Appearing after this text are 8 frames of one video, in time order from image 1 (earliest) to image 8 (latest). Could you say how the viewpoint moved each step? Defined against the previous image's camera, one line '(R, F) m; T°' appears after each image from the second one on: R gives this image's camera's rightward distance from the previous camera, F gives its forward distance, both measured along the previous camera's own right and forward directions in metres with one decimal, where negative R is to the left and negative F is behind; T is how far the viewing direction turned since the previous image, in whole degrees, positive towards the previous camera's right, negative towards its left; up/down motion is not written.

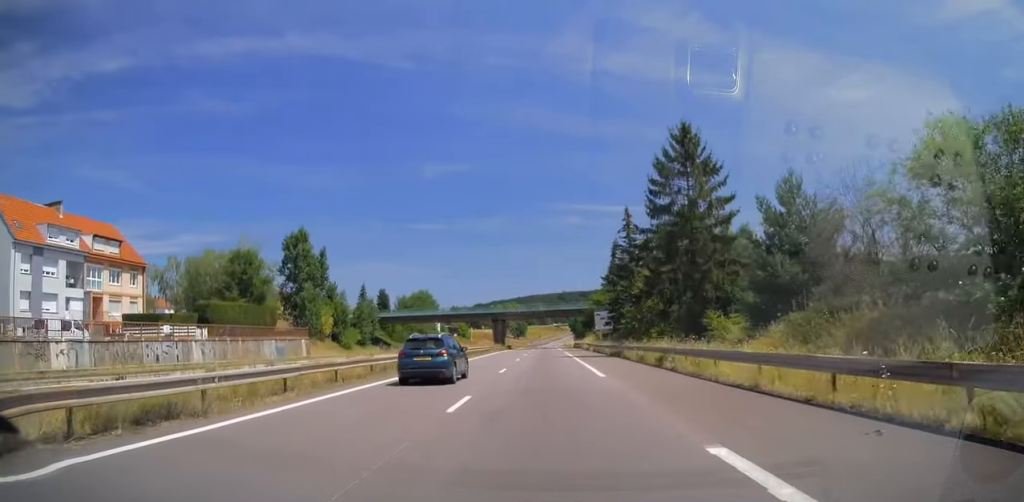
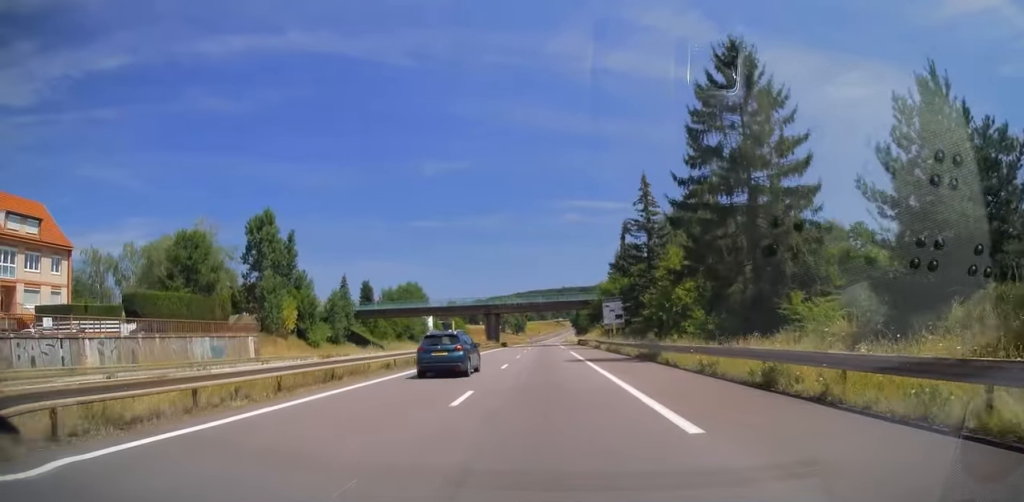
(0.0, +12.3) m; 0°
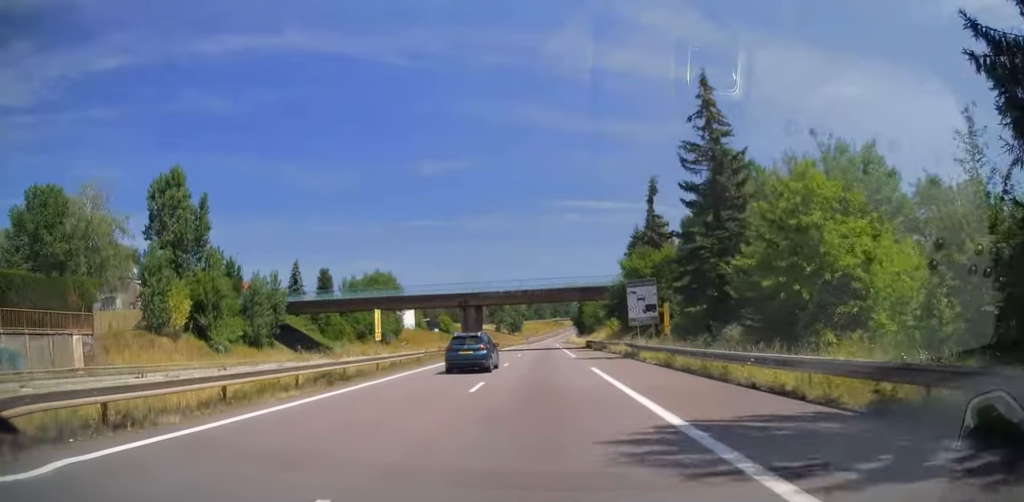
(+0.1, +22.7) m; +1°
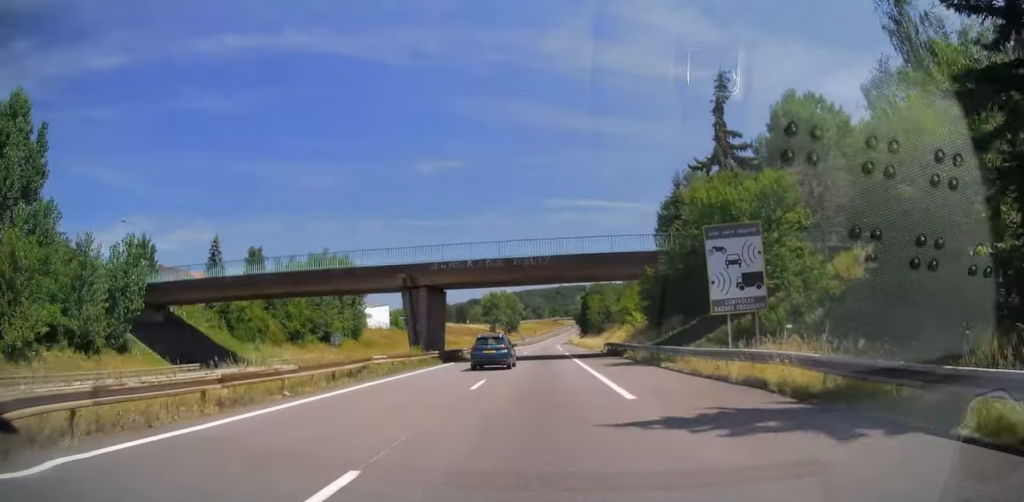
(+0.2, +24.6) m; 0°
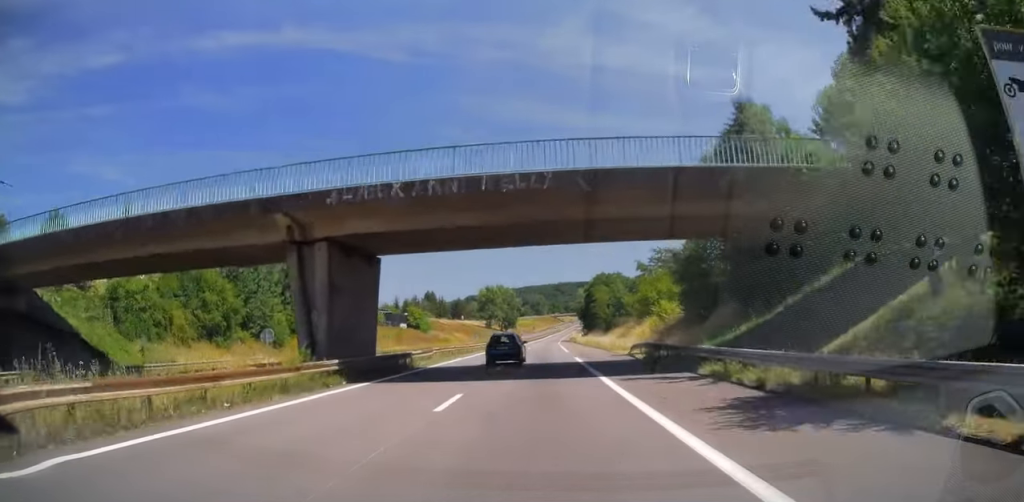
(+0.1, +17.7) m; 0°
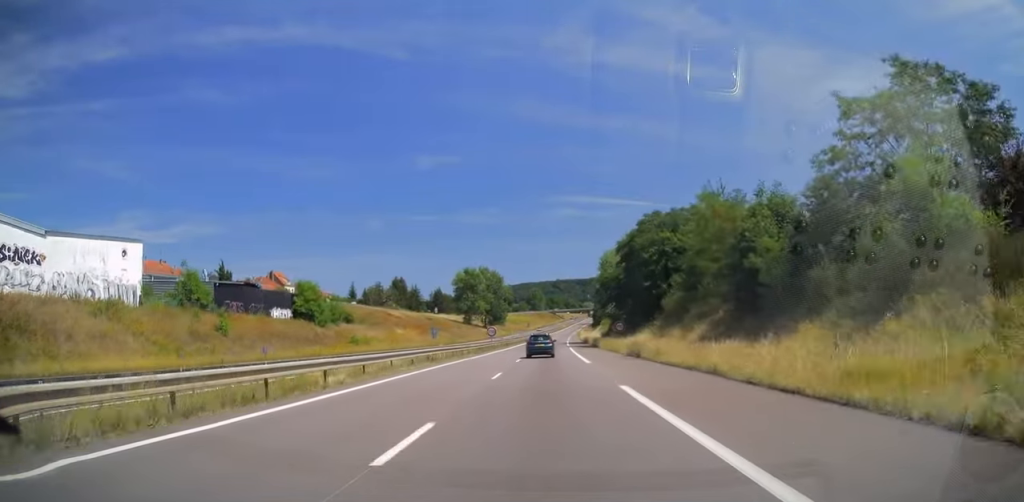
(0.0, +69.2) m; +1°
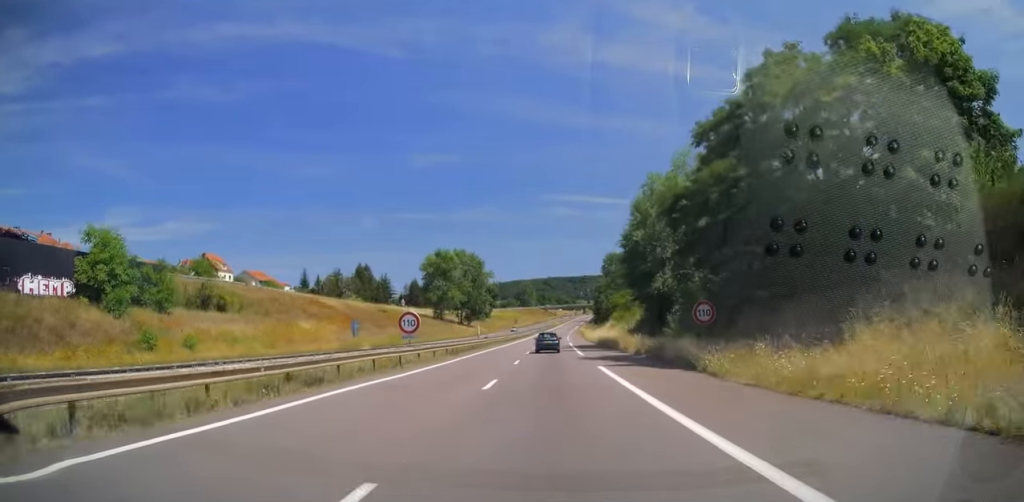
(-0.3, +42.6) m; 0°
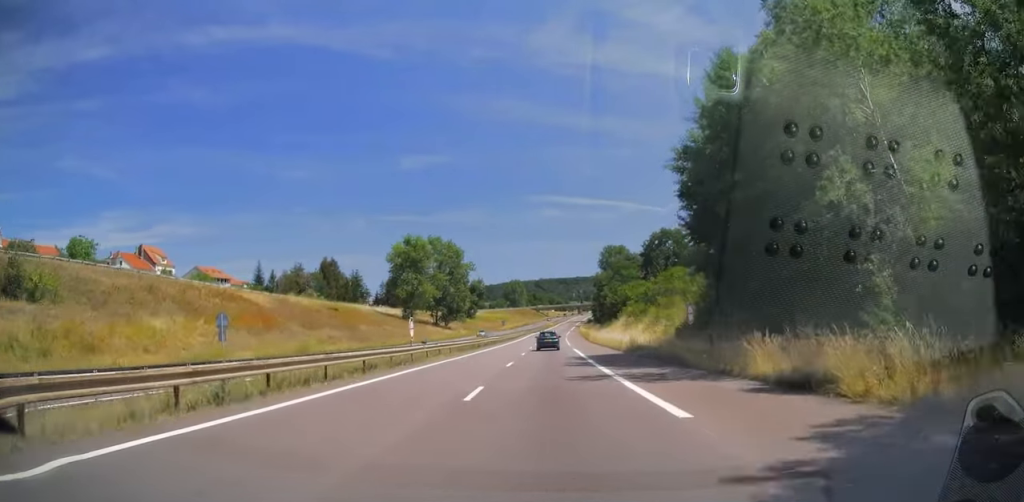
(+0.4, +28.9) m; +1°
